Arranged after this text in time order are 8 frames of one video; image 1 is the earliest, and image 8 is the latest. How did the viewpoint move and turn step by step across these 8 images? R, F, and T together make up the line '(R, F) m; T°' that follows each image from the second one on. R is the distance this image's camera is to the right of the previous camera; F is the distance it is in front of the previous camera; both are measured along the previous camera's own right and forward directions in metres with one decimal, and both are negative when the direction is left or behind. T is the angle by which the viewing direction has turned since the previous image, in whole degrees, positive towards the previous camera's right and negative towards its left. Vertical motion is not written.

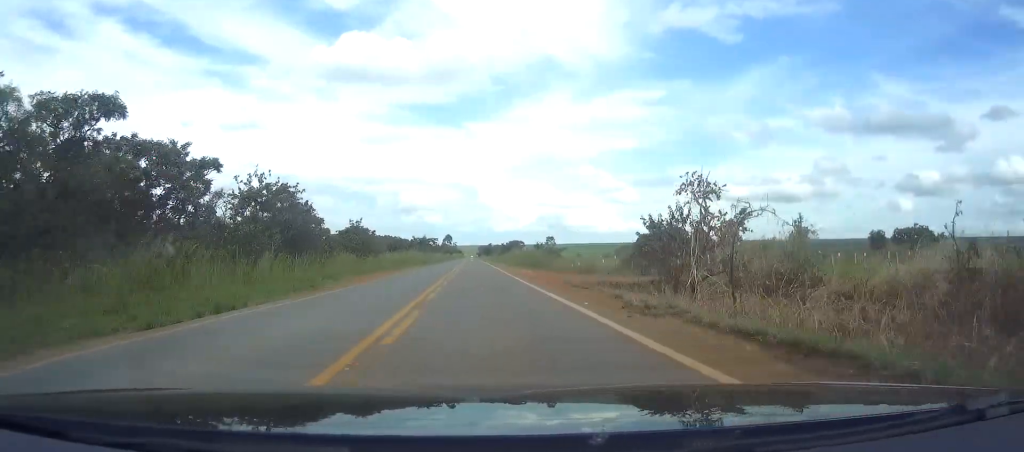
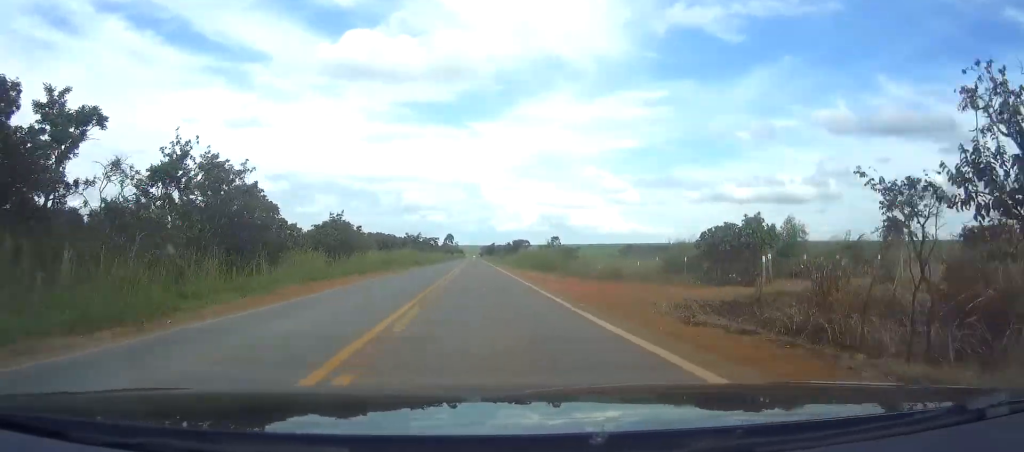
(-0.1, +15.6) m; 0°
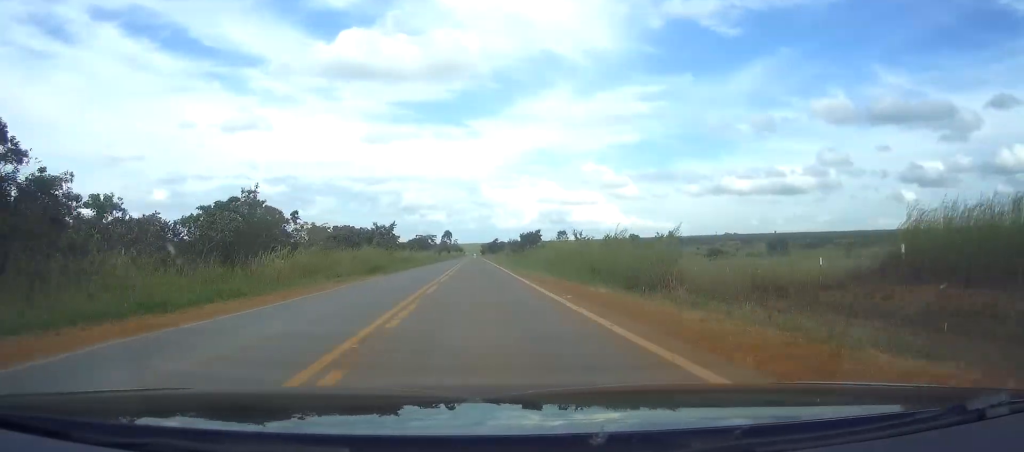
(-0.1, +33.4) m; 0°
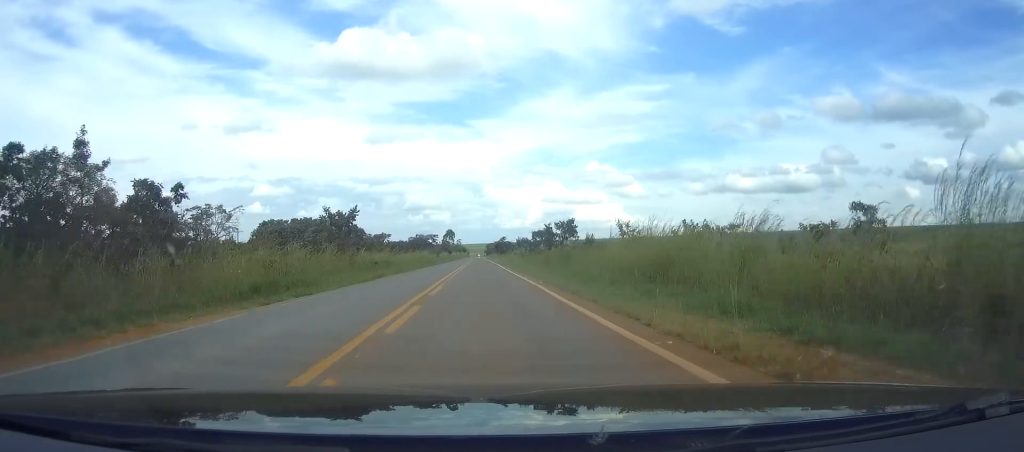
(-0.1, +25.7) m; 0°
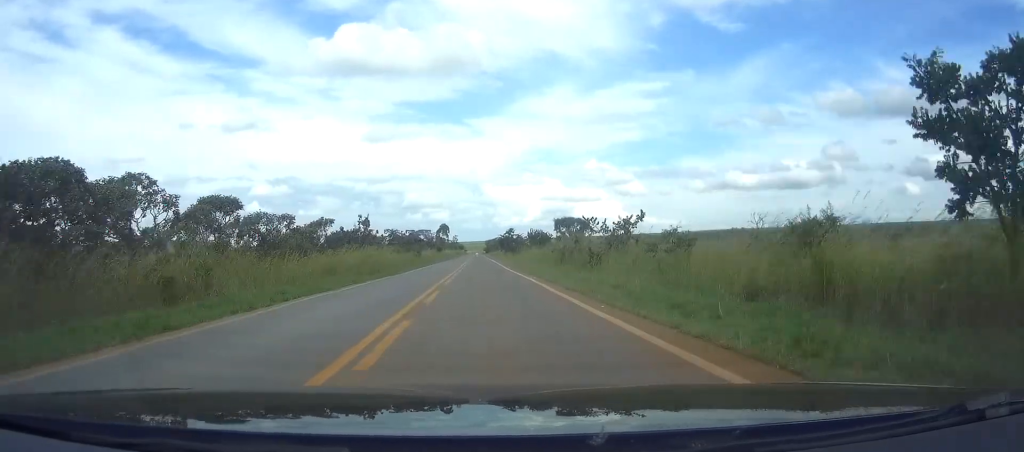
(0.0, +49.2) m; 0°
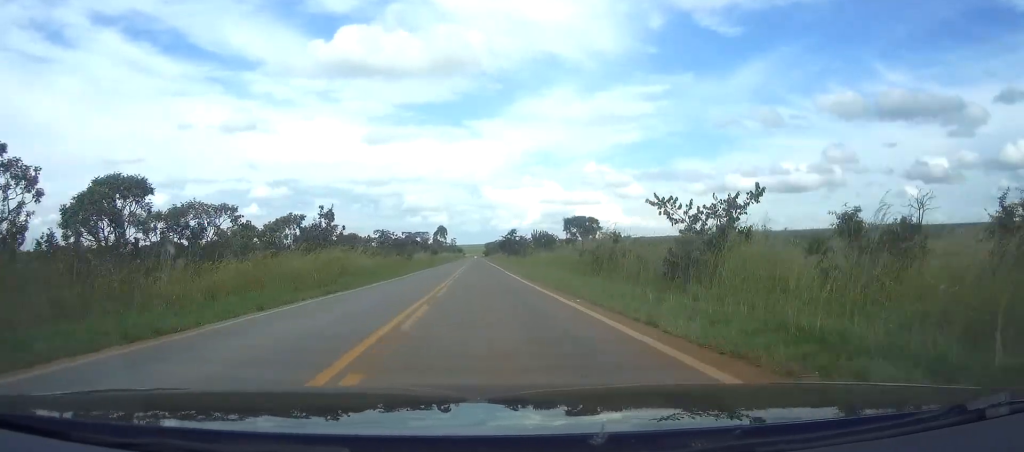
(0.0, +13.5) m; 0°
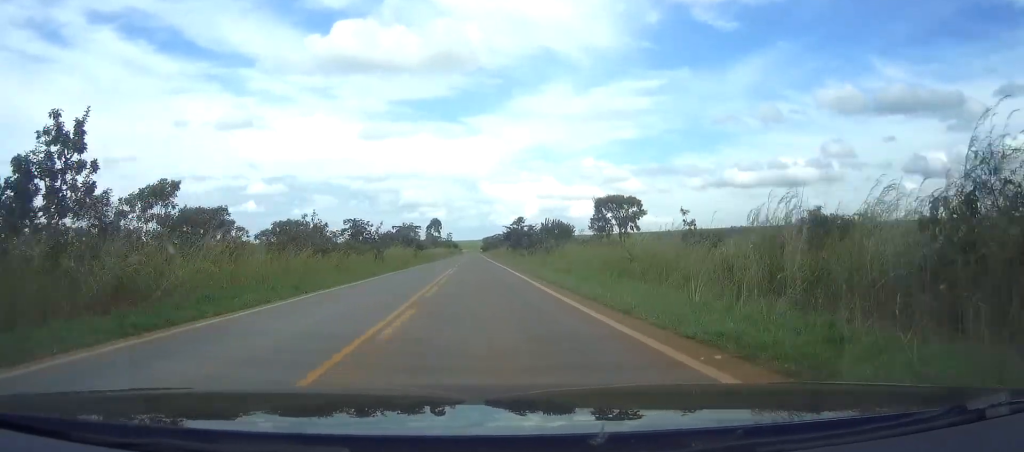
(0.0, +28.1) m; 0°
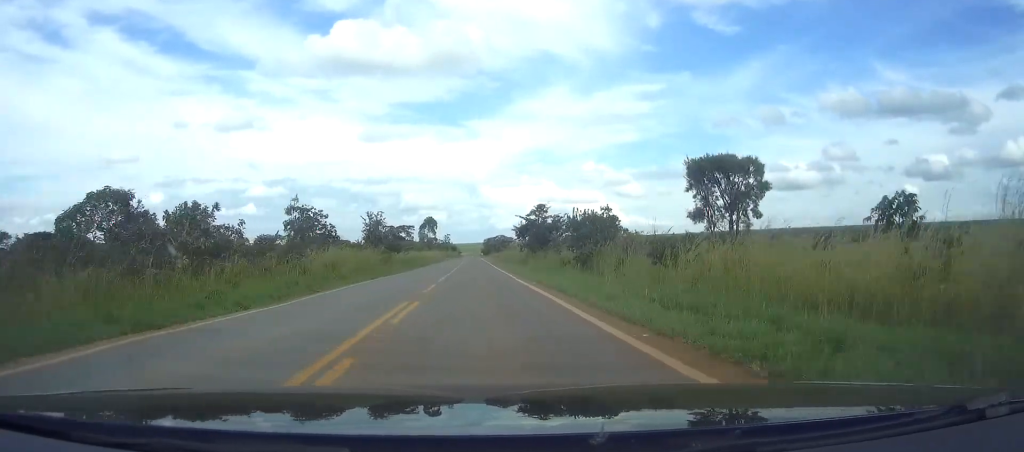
(+0.1, +32.7) m; 0°
